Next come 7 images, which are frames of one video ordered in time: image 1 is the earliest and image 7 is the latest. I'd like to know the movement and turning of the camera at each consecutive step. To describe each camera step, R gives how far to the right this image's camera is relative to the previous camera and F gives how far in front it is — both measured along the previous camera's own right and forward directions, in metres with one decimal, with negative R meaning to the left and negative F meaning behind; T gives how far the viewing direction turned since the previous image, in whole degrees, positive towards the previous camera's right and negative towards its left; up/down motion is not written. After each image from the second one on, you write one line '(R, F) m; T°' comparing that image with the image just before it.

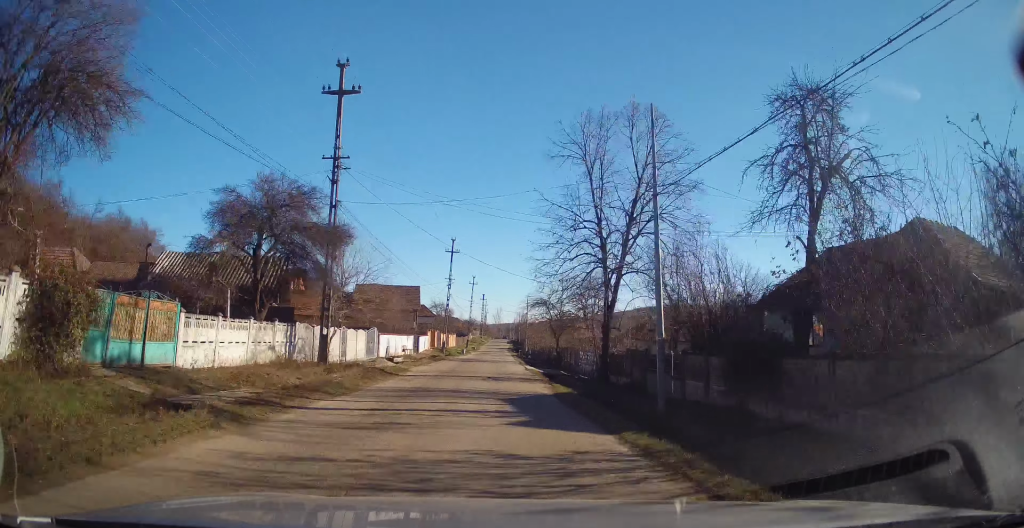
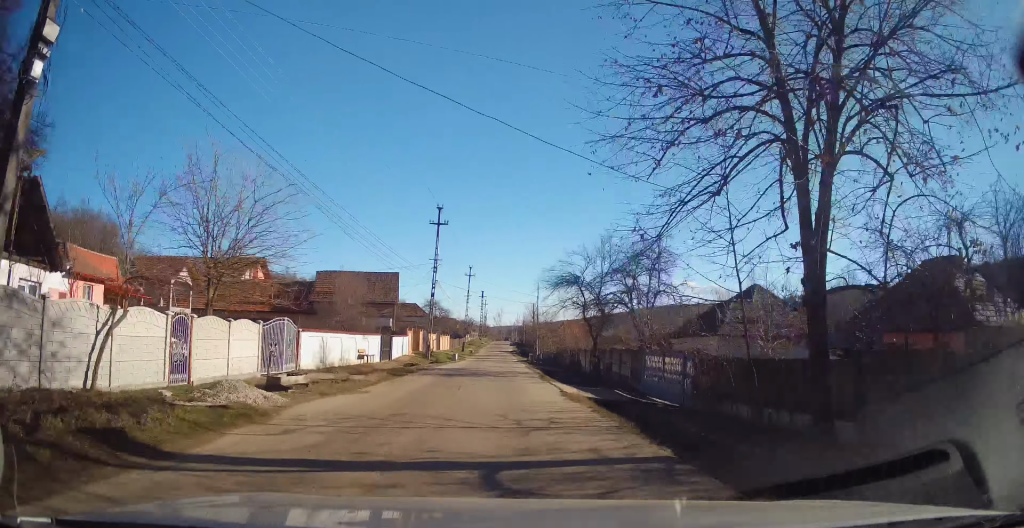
(-0.4, +15.2) m; -2°
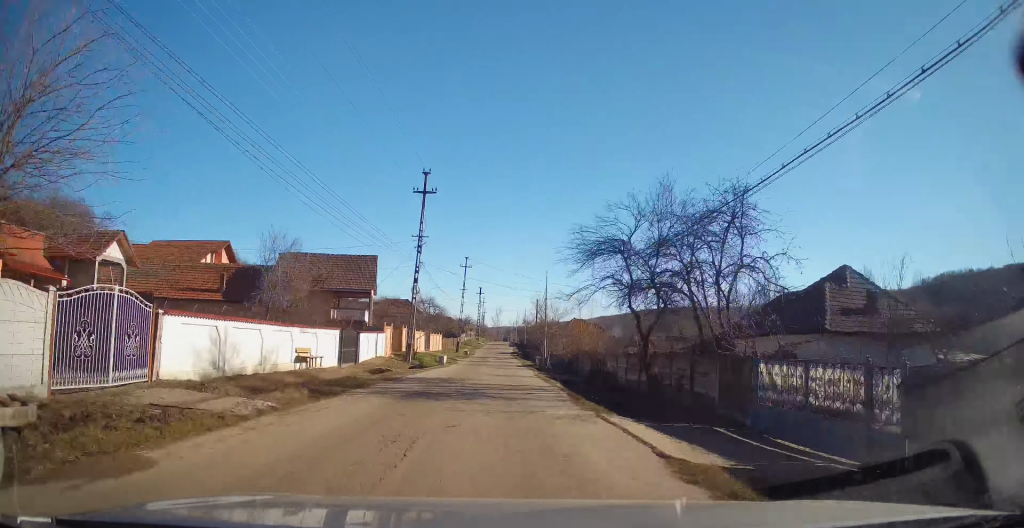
(0.0, +9.4) m; 0°
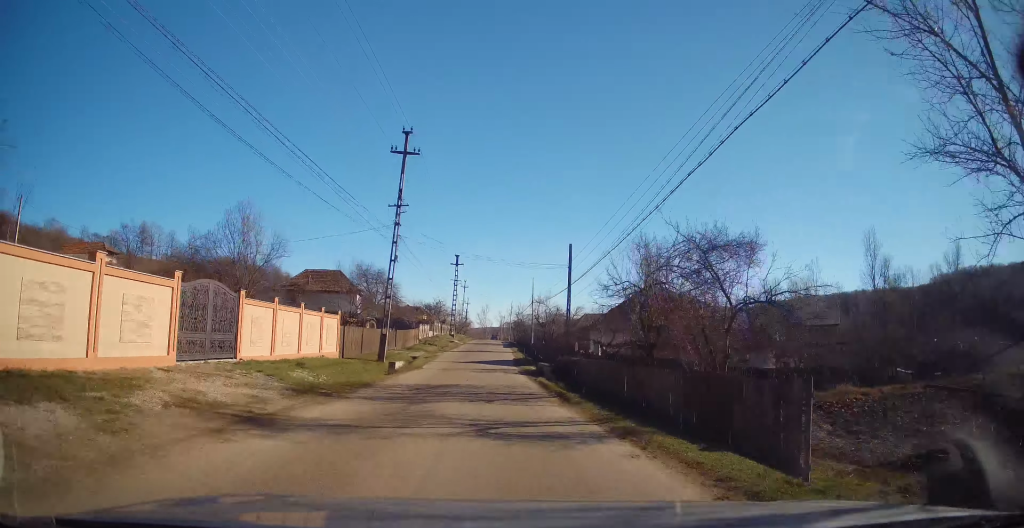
(+1.5, +43.4) m; +4°
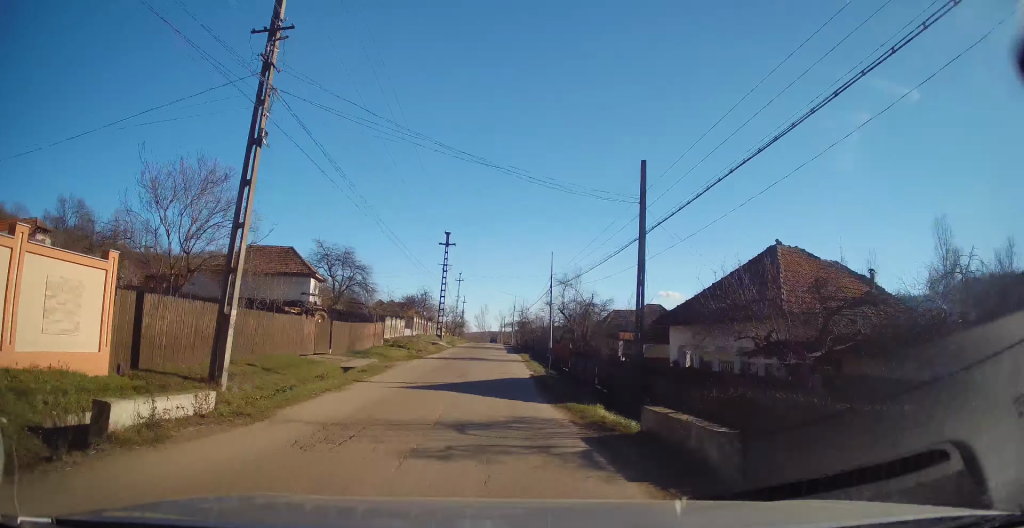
(-0.1, +17.5) m; -2°
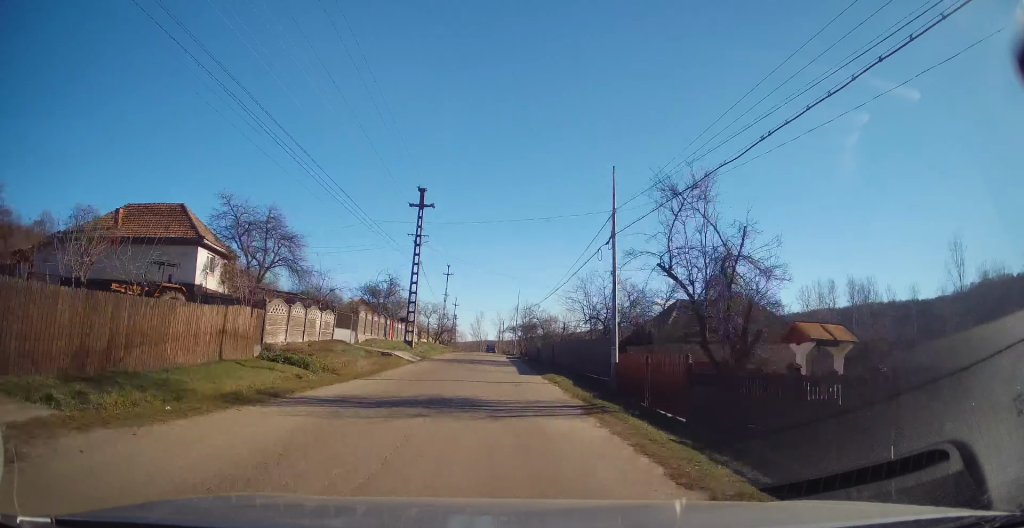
(-0.3, +20.1) m; +1°
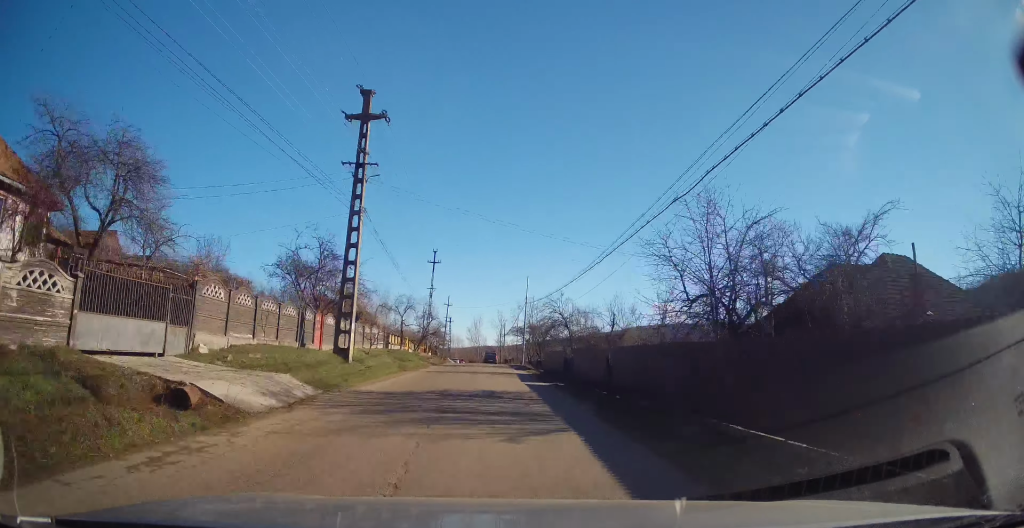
(+0.4, +17.4) m; 0°
